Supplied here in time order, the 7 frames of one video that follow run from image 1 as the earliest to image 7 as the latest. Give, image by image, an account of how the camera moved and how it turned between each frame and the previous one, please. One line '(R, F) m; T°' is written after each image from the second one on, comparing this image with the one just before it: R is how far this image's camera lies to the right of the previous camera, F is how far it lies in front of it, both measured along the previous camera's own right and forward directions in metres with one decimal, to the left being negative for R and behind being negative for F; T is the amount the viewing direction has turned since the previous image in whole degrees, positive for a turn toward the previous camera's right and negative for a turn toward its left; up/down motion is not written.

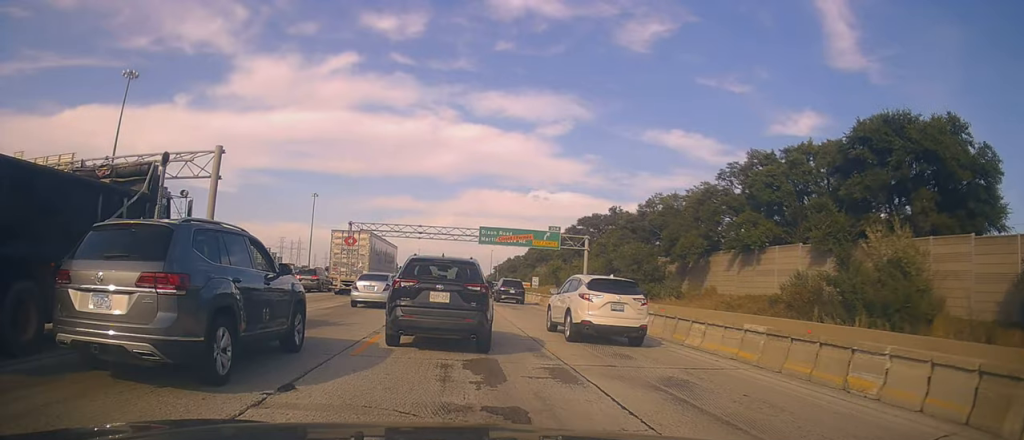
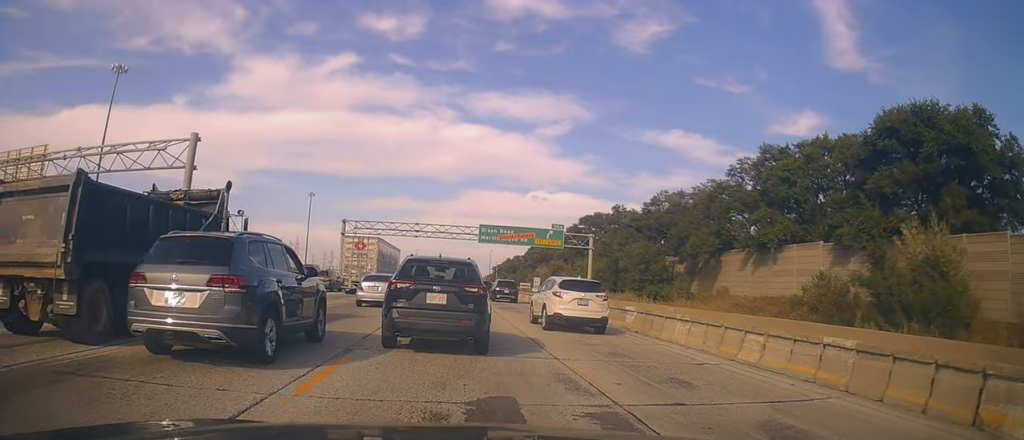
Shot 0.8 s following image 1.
(+0.2, +3.9) m; +1°
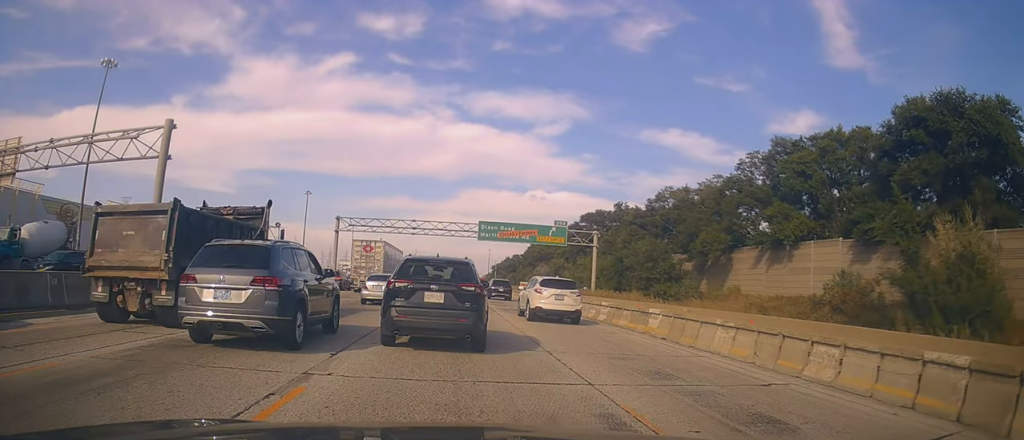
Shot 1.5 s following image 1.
(0.0, +3.1) m; -2°
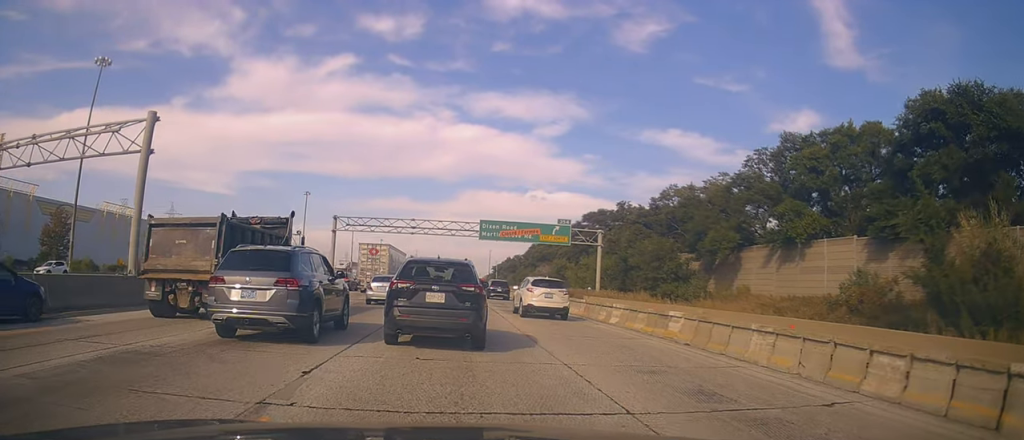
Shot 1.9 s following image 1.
(0.0, +1.9) m; -3°
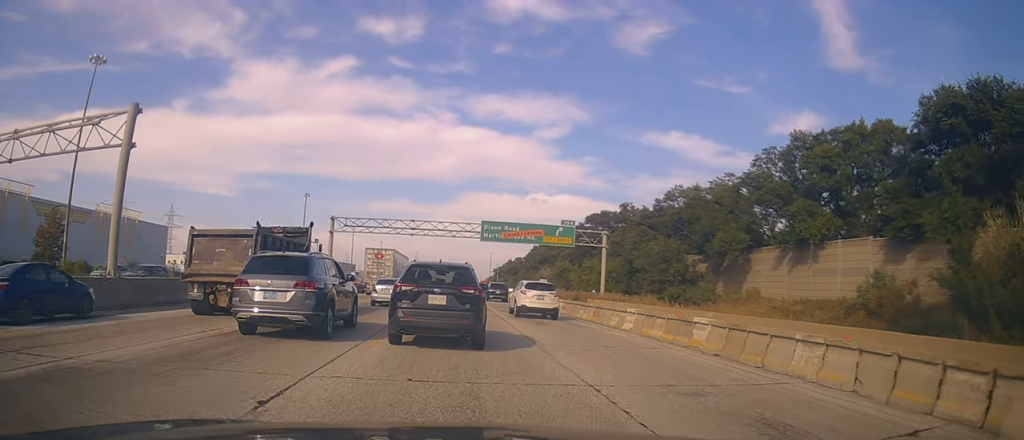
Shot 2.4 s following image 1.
(-0.1, +1.8) m; 0°
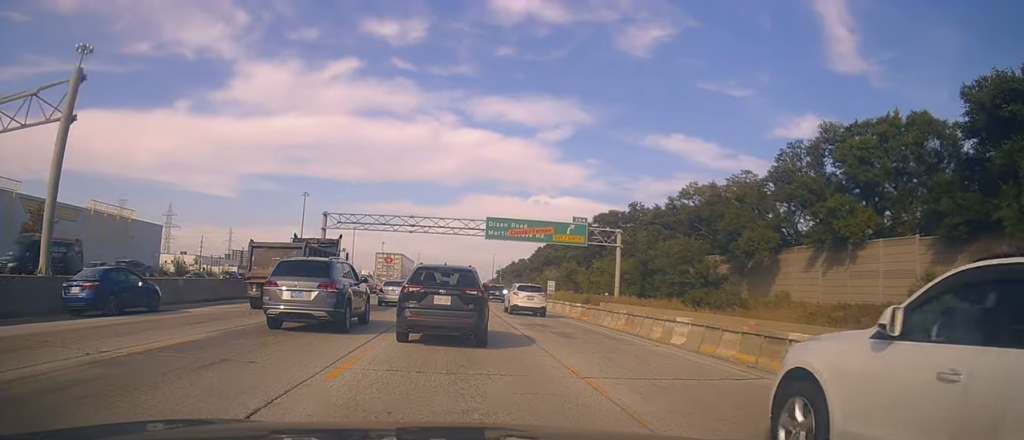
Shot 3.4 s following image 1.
(-0.1, +4.0) m; +2°
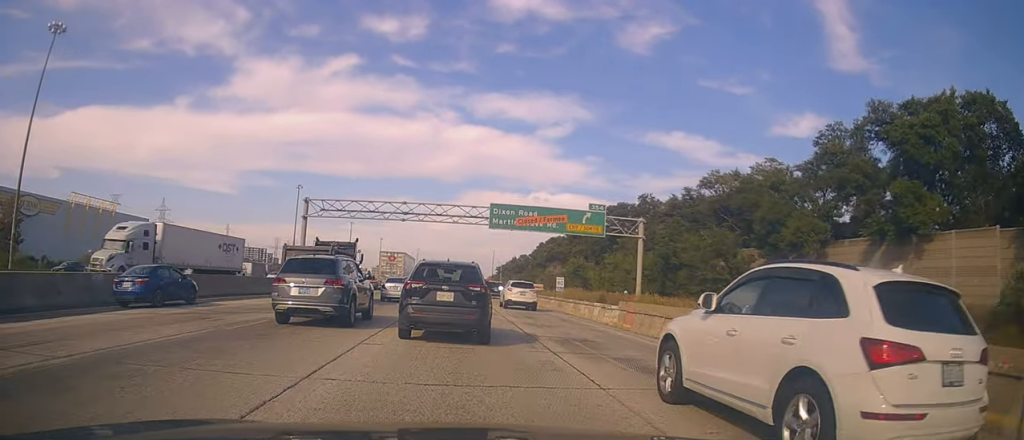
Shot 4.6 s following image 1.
(+0.1, +5.5) m; -2°
